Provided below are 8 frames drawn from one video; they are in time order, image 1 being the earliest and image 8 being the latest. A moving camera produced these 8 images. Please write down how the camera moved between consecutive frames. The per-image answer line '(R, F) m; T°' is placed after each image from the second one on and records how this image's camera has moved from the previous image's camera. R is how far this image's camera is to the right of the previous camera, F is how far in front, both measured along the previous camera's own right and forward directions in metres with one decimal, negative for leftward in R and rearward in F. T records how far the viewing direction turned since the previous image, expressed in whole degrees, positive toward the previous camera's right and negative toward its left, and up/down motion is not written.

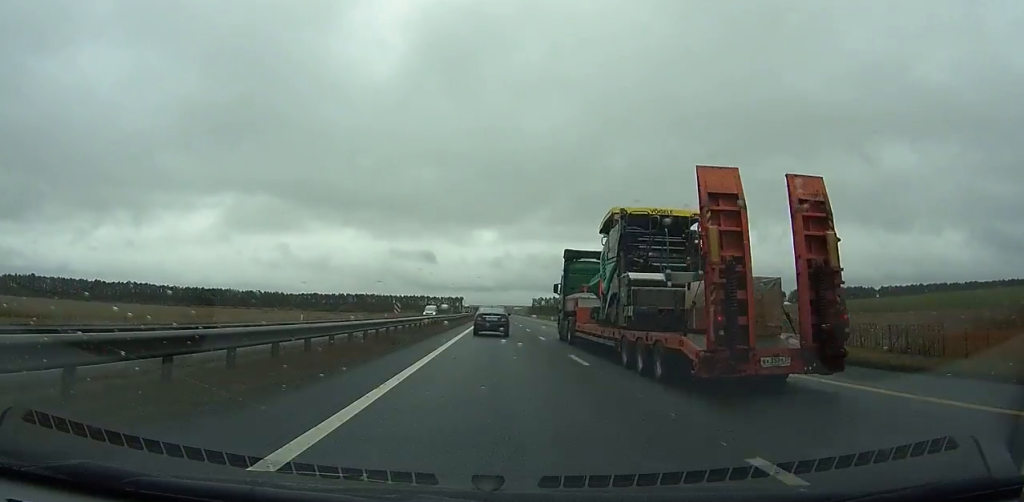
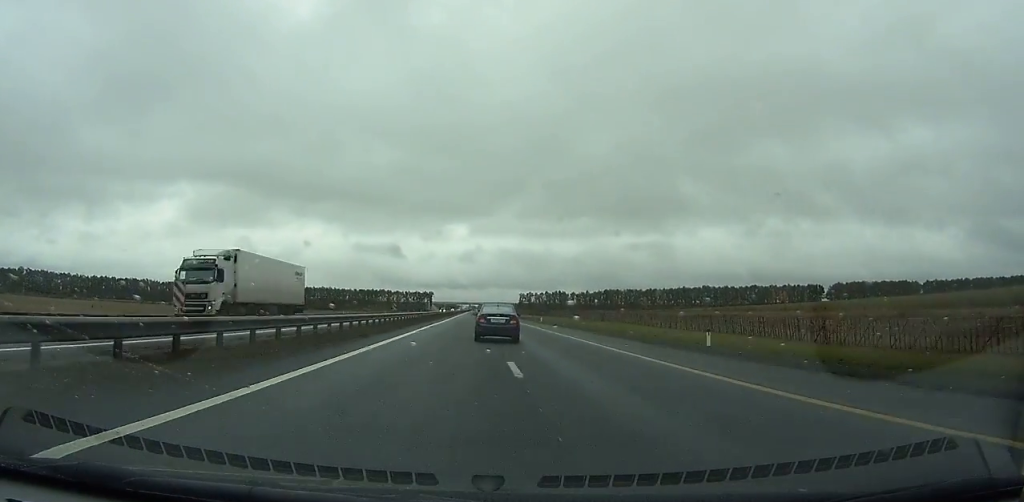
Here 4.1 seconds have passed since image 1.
(+0.9, +137.4) m; +1°
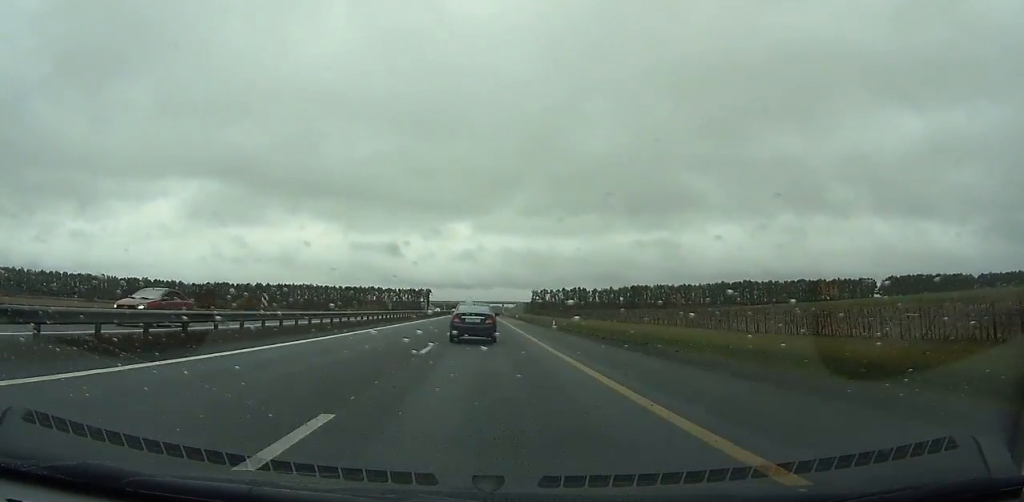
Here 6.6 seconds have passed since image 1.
(+0.2, +83.5) m; 0°
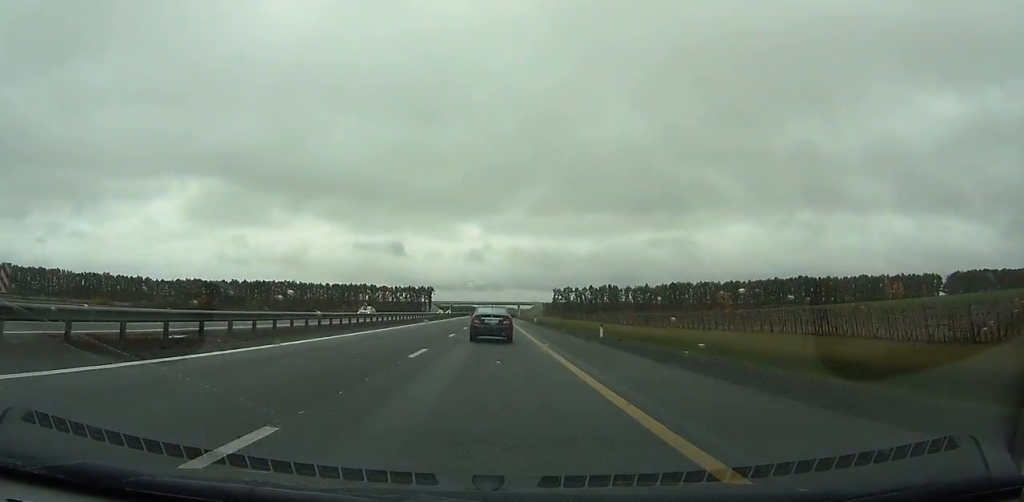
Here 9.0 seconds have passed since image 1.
(-0.2, +77.1) m; 0°
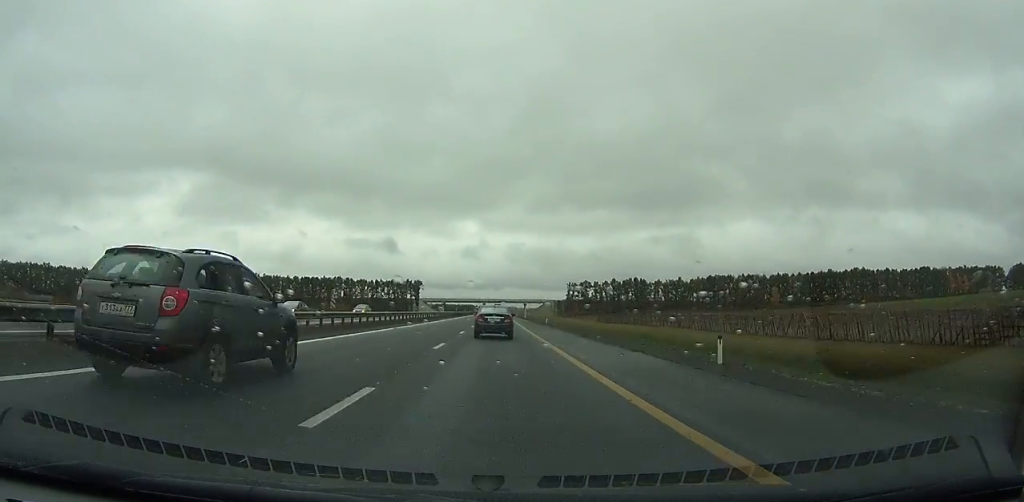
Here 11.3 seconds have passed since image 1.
(-0.3, +70.6) m; 0°
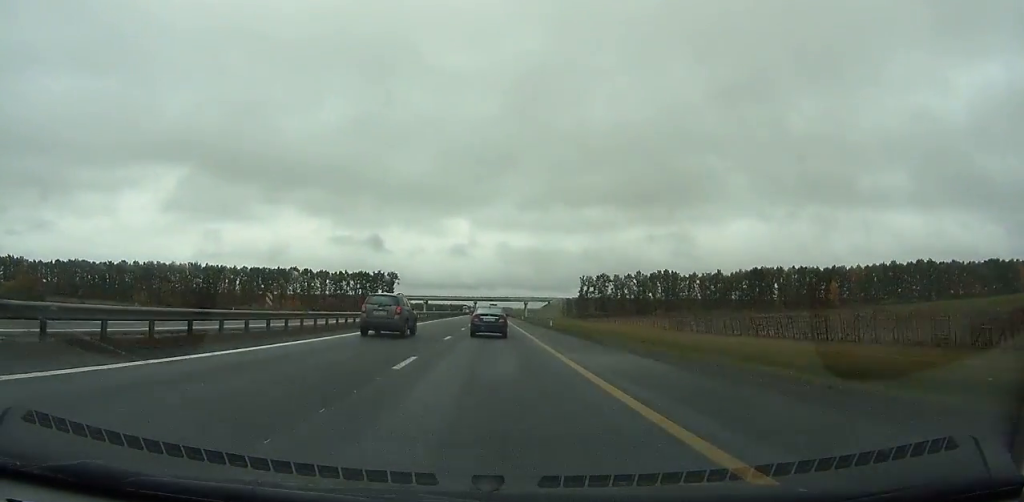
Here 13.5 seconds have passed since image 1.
(+0.1, +64.7) m; 0°
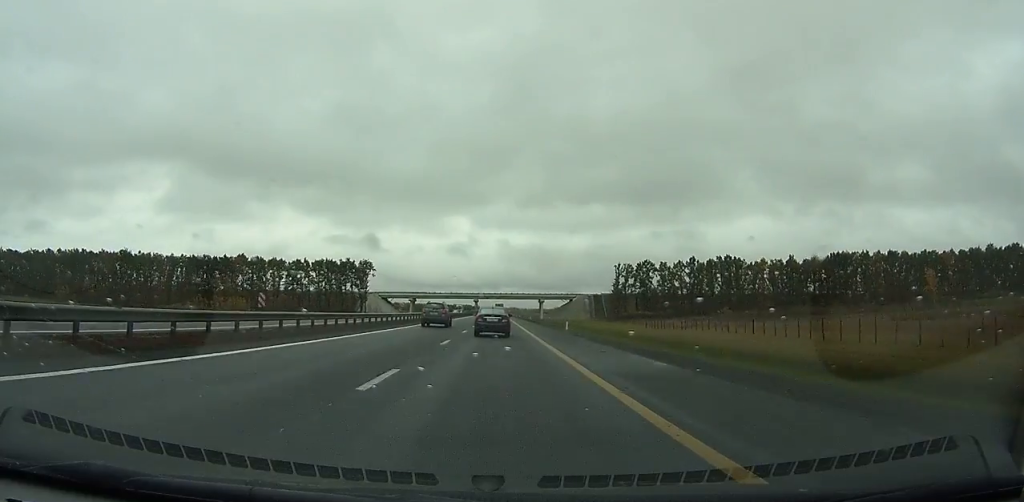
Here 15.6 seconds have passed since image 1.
(0.0, +59.1) m; 0°
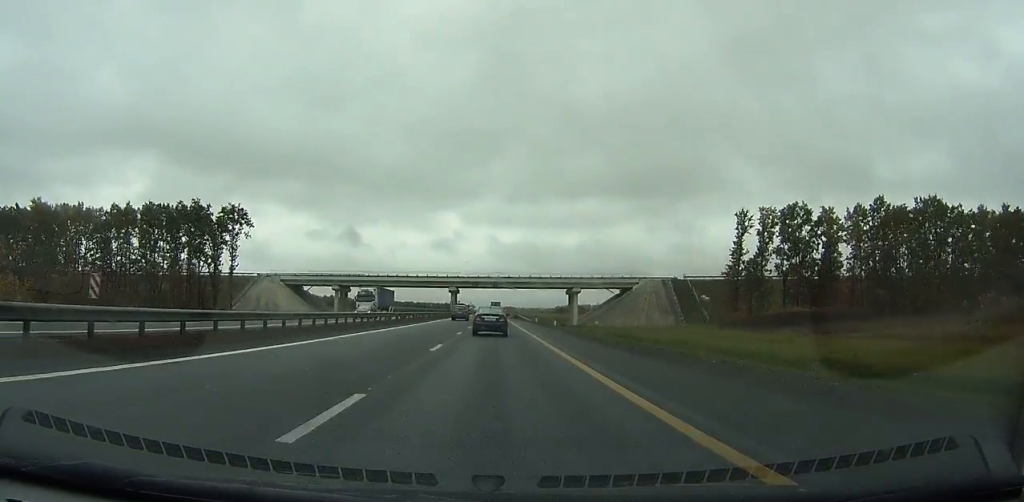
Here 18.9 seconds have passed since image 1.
(0.0, +91.3) m; 0°
